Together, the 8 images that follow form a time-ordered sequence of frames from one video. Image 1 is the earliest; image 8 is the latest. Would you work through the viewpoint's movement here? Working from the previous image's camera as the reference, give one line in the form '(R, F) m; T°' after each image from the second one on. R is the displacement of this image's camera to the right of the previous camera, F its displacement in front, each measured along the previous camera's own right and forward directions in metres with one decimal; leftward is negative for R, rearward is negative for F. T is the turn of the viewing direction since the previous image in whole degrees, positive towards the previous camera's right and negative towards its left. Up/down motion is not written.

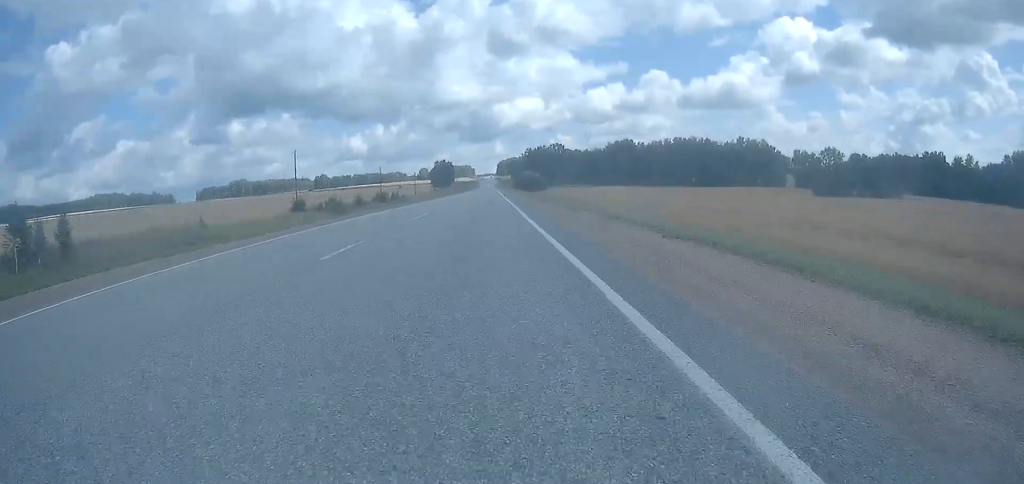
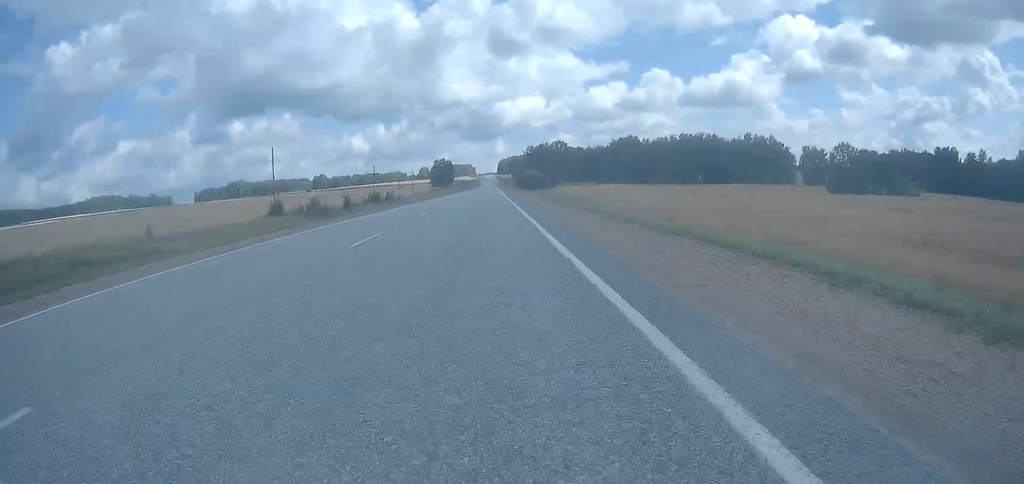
(0.0, +9.4) m; 0°
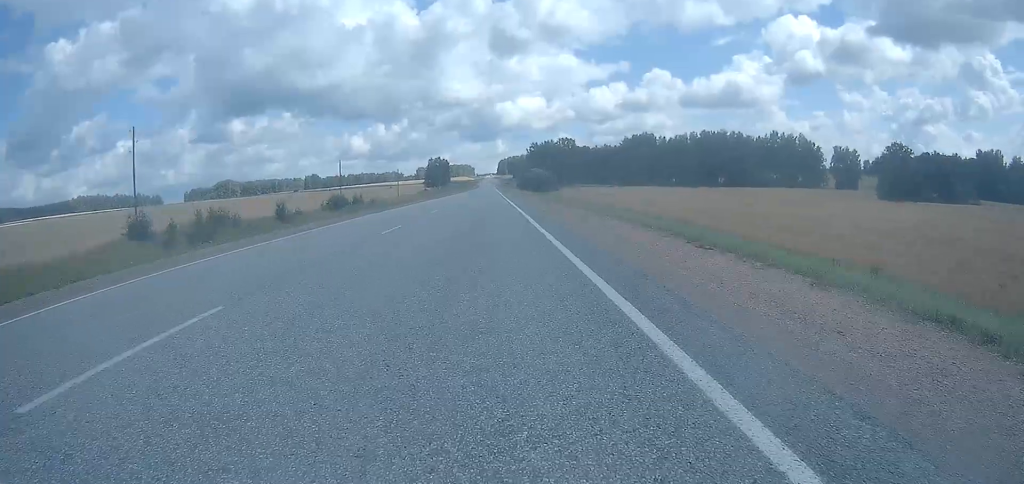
(0.0, +32.0) m; 0°
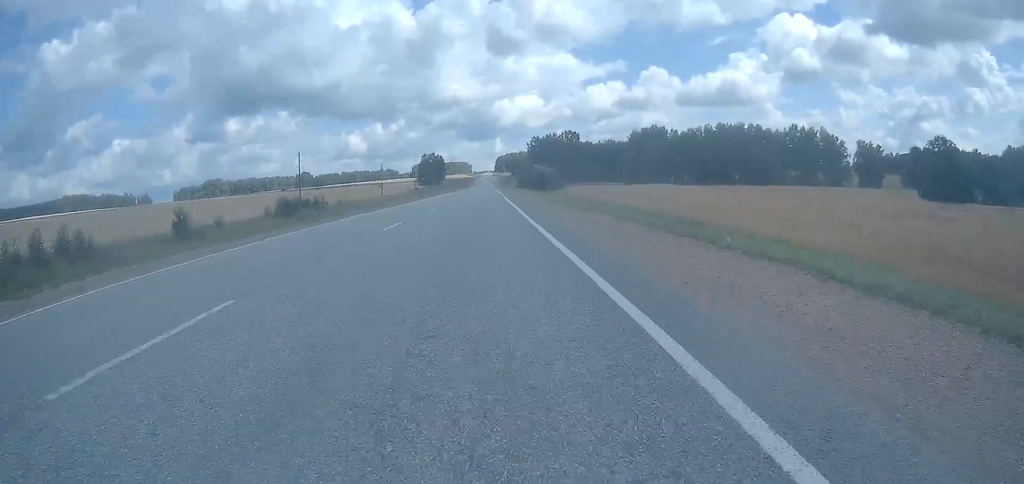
(+0.2, +23.2) m; 0°
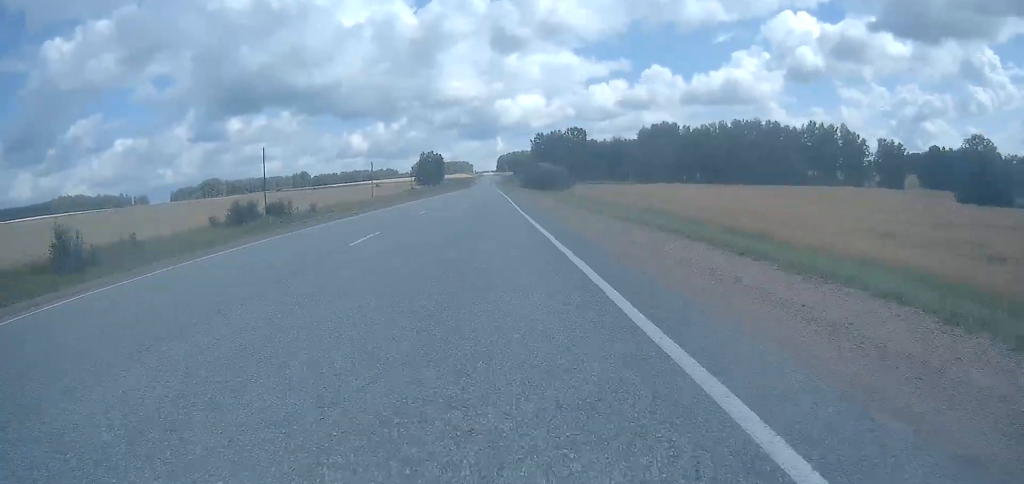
(0.0, +15.3) m; 0°
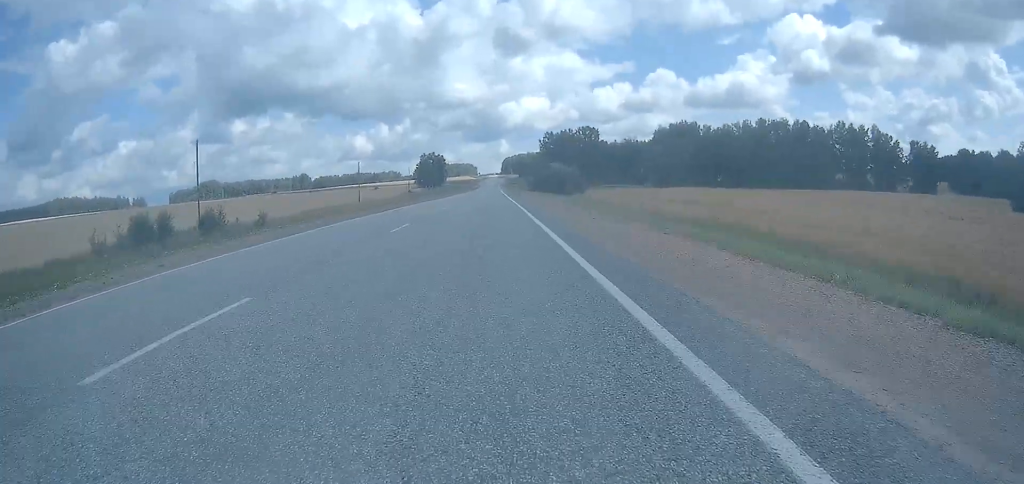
(-0.2, +19.4) m; -1°
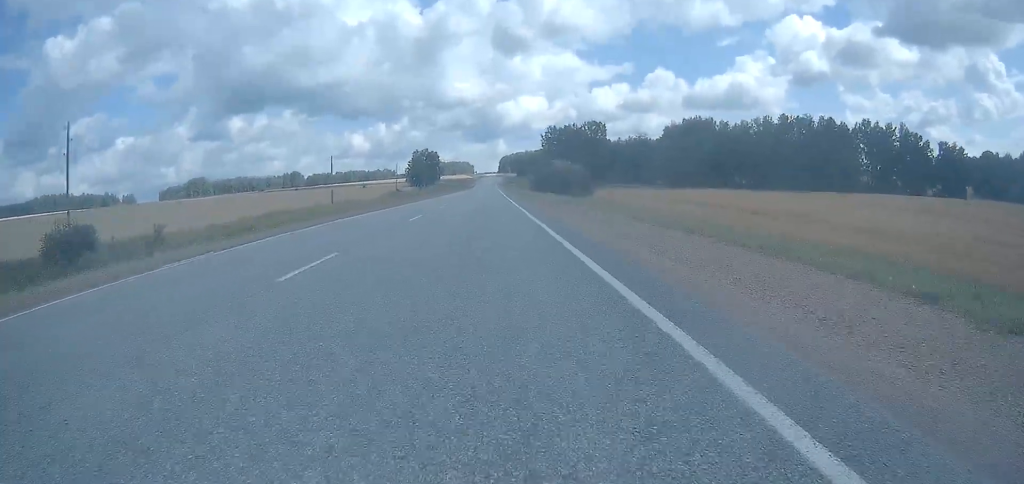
(0.0, +19.4) m; 0°
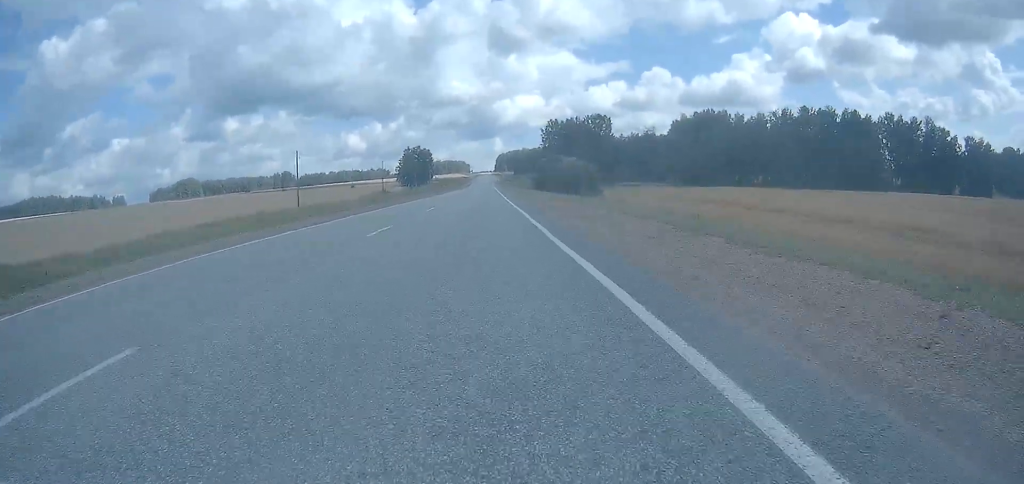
(-0.1, +17.5) m; +1°
